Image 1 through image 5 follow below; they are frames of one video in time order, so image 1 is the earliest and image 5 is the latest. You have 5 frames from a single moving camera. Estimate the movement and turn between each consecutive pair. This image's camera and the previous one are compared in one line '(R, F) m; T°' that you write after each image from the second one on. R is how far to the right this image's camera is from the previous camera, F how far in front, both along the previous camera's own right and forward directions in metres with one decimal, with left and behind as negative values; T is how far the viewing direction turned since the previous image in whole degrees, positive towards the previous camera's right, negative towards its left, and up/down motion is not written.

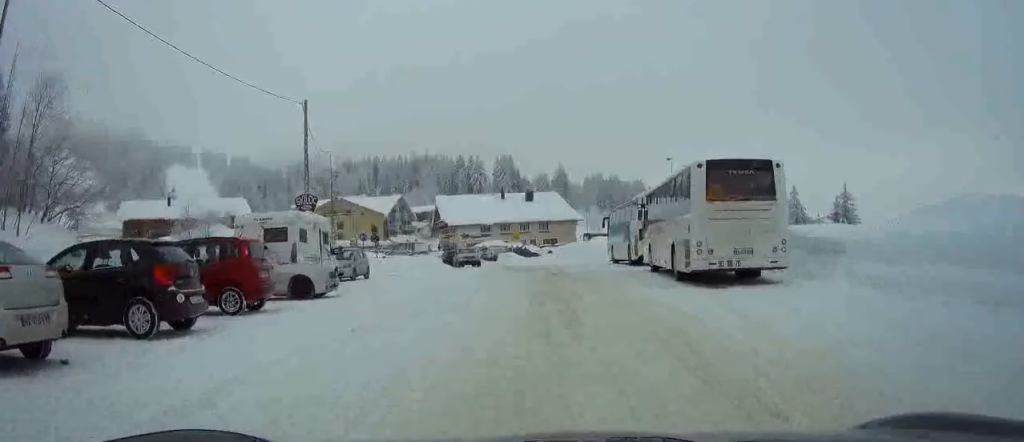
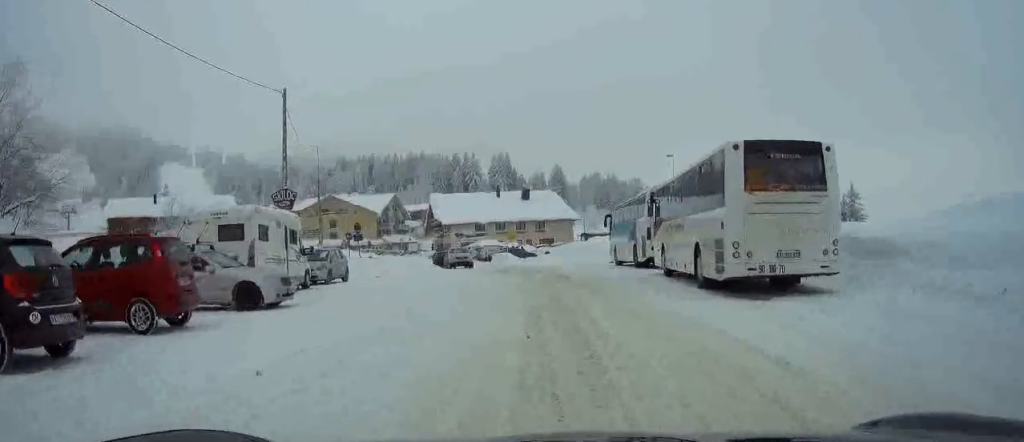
(-0.1, +3.5) m; -1°
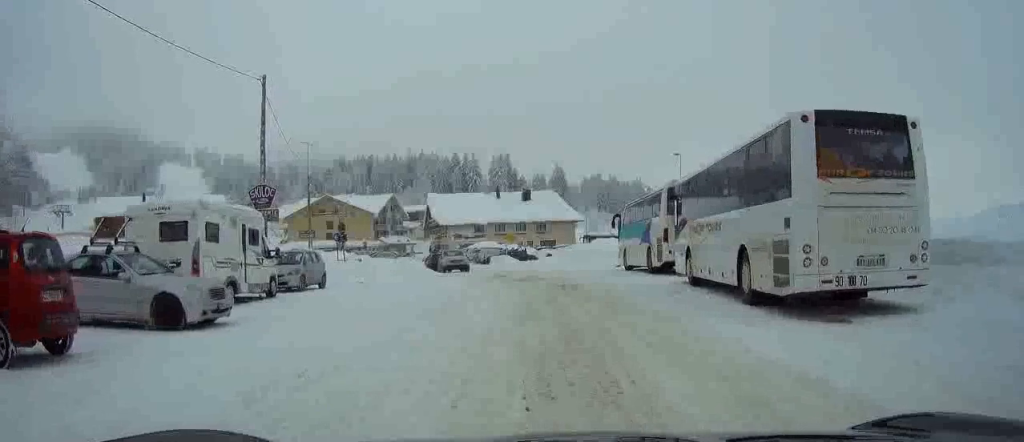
(0.0, +3.7) m; +2°
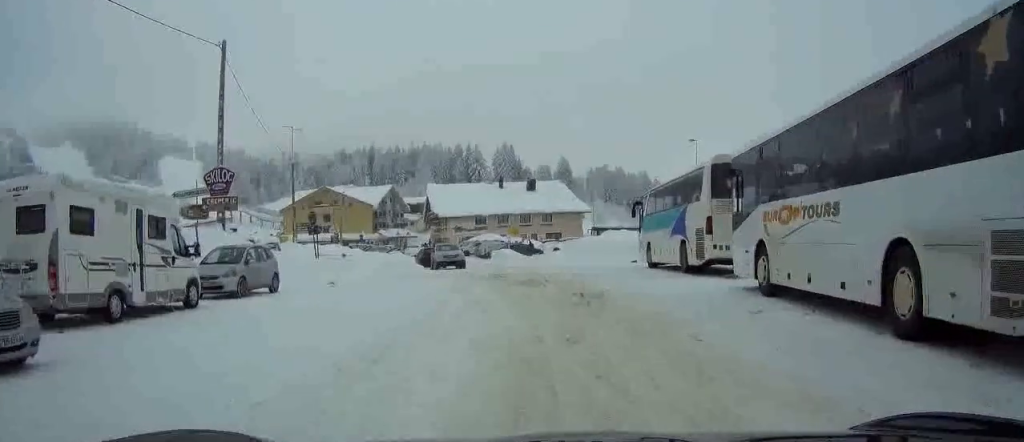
(+0.1, +6.1) m; 0°
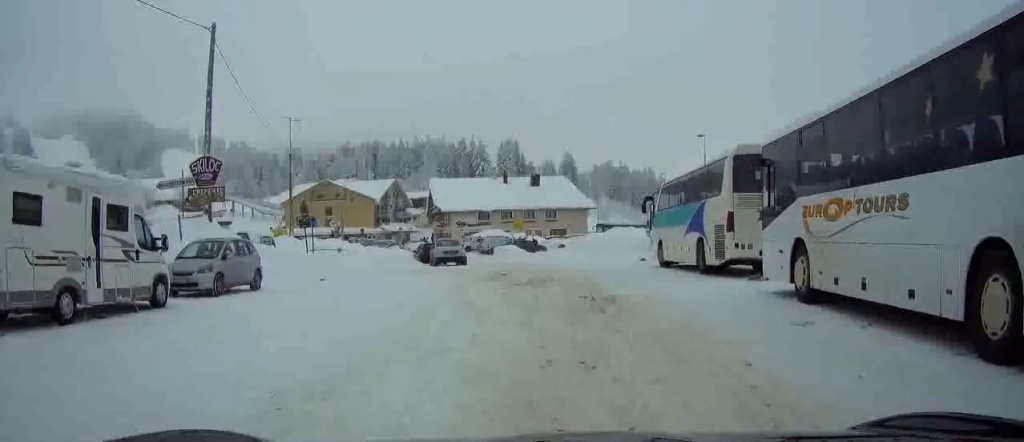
(0.0, +2.1) m; 0°
